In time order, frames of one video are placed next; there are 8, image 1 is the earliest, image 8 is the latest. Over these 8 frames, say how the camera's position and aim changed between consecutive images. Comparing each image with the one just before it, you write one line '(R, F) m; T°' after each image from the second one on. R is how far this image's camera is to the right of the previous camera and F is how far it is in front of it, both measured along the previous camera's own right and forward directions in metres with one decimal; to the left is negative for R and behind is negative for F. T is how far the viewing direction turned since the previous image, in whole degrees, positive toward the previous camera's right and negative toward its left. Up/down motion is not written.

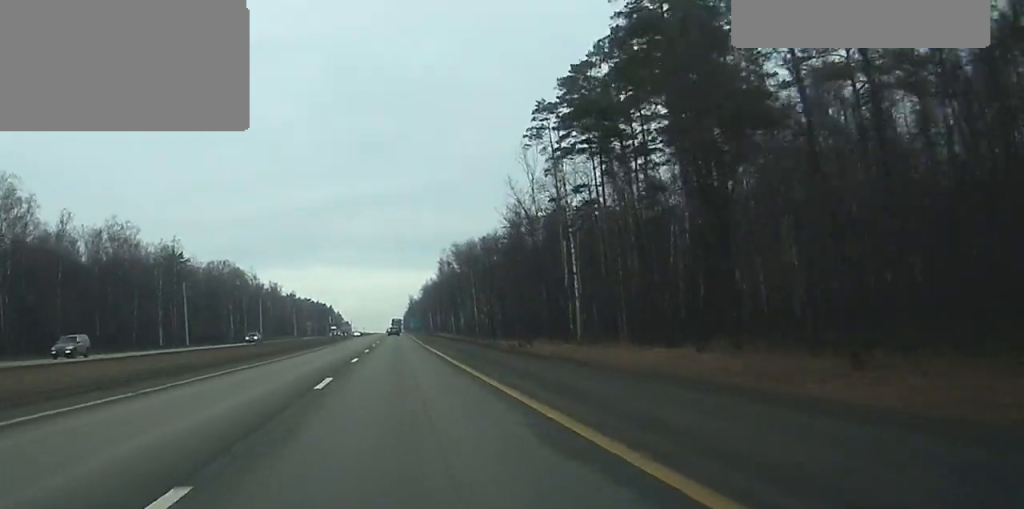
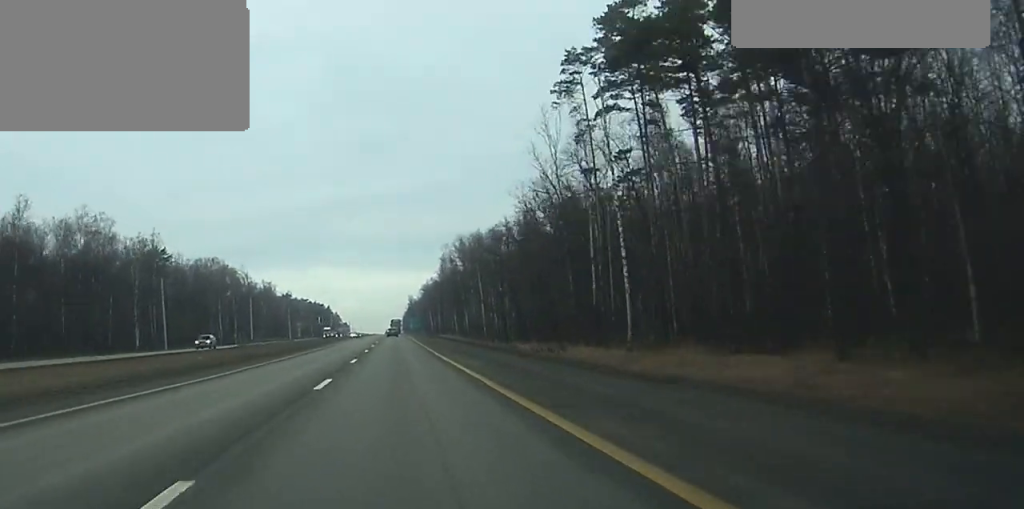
(0.0, +15.6) m; 0°
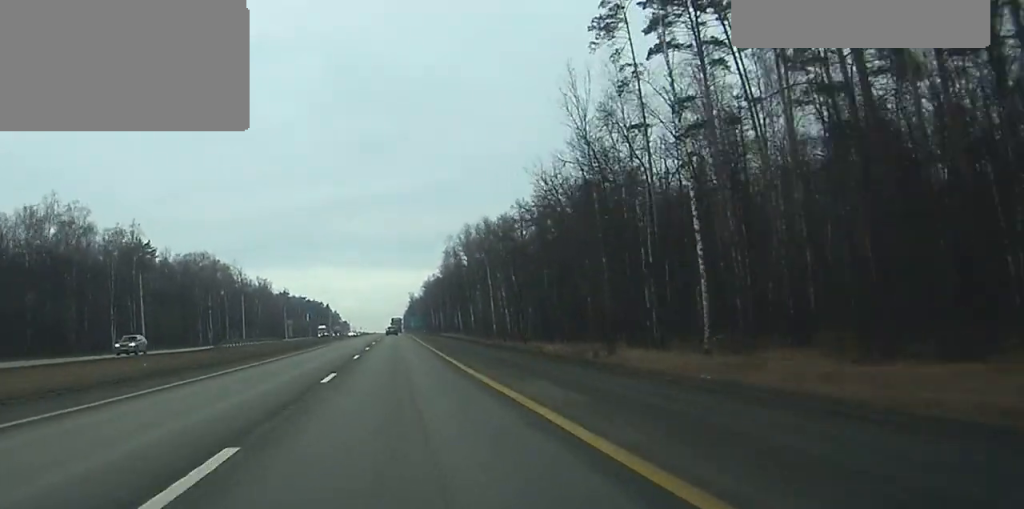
(0.0, +13.7) m; 0°
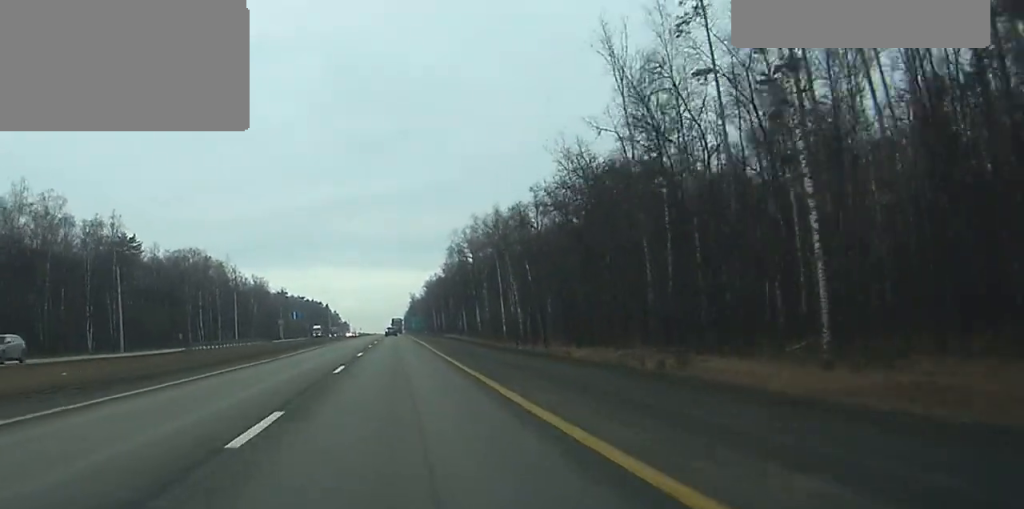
(0.0, +11.9) m; 0°
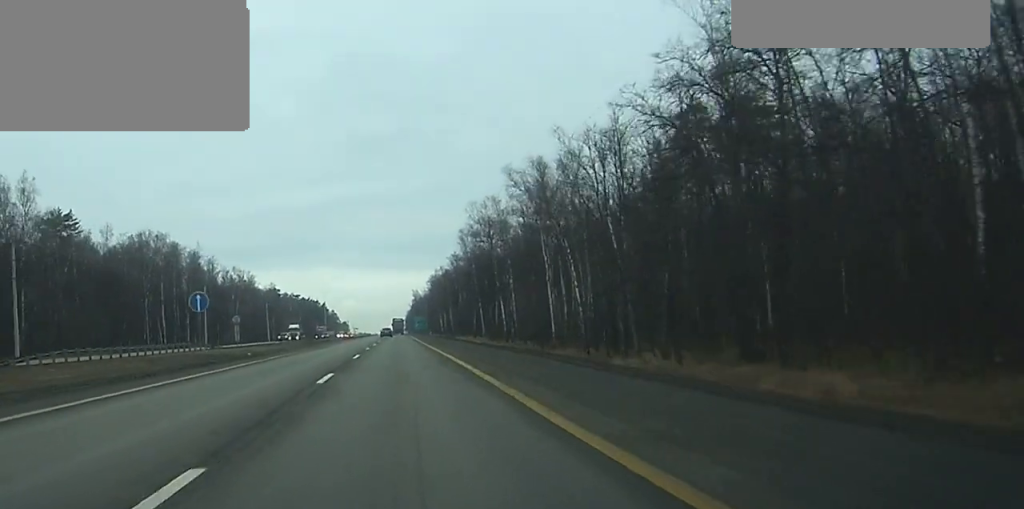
(-0.1, +37.4) m; 0°
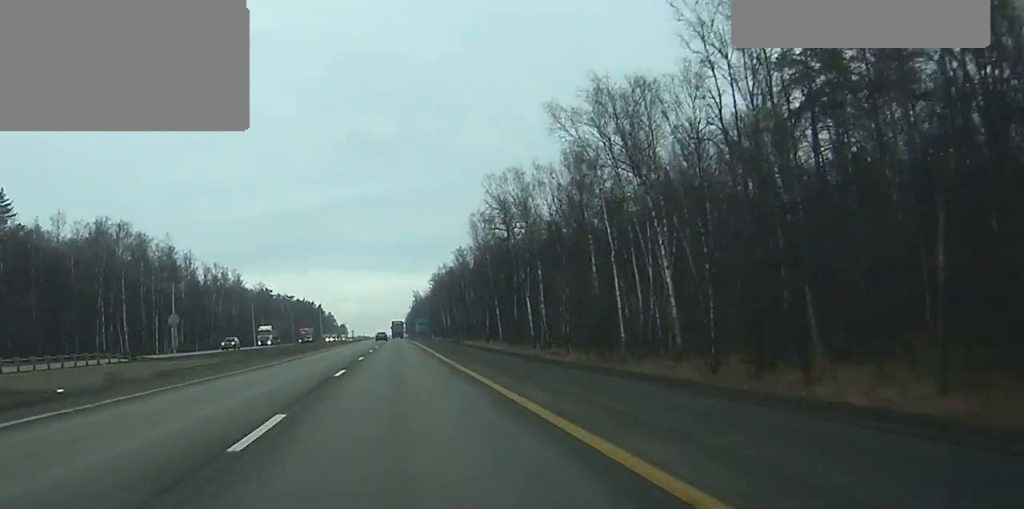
(0.0, +26.5) m; 0°
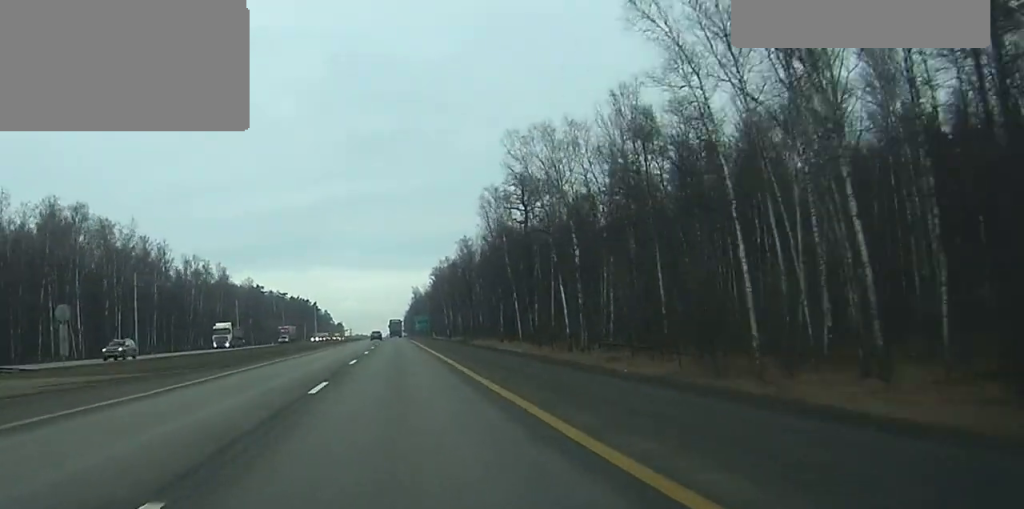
(+0.1, +22.8) m; 0°
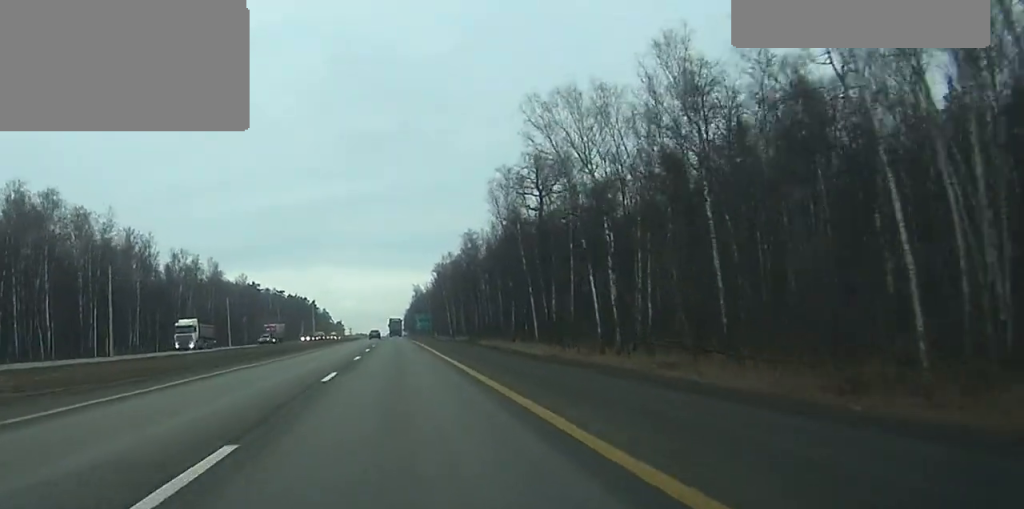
(0.0, +12.8) m; 0°
